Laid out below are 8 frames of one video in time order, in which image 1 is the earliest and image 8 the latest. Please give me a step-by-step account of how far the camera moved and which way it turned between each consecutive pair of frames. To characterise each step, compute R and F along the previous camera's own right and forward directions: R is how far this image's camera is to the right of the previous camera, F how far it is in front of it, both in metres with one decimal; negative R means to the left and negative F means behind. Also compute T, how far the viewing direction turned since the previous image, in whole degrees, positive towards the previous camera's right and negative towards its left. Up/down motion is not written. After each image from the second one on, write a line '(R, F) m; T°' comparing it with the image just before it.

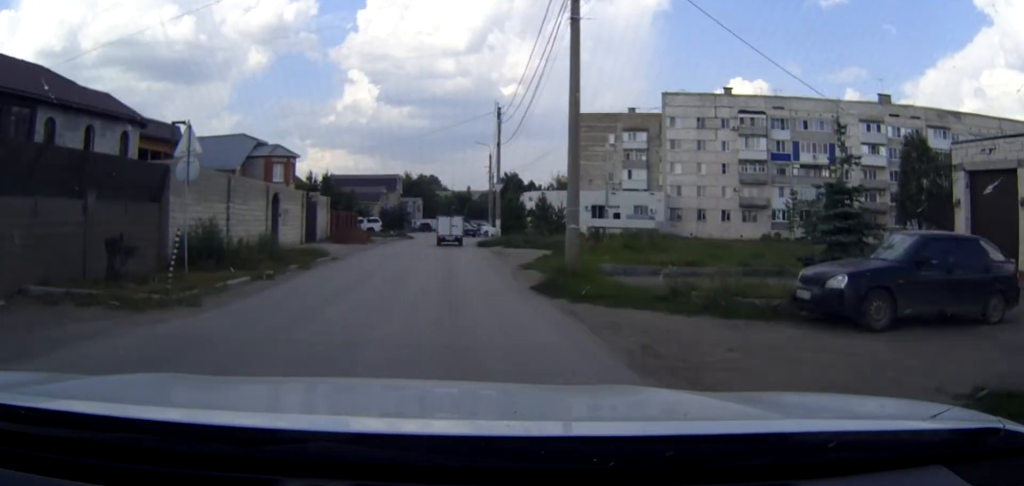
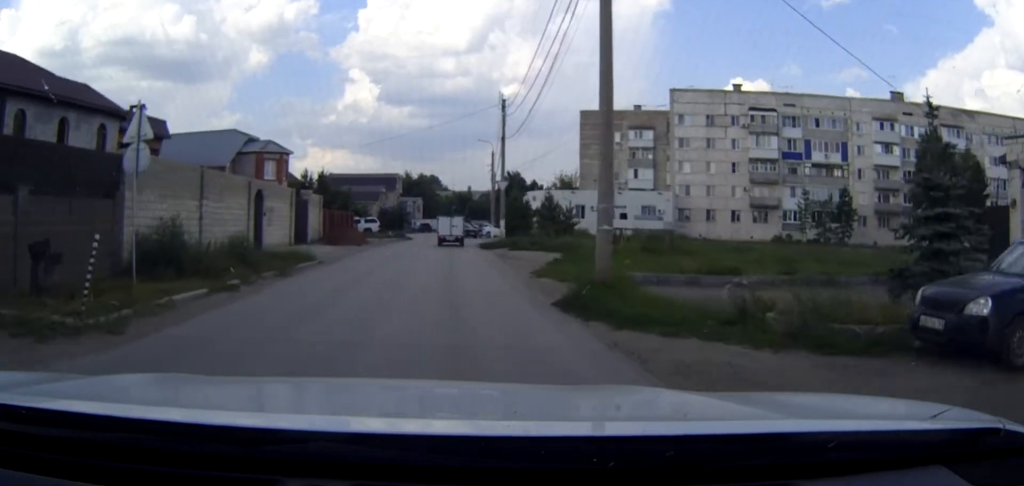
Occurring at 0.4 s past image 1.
(0.0, +2.8) m; 0°
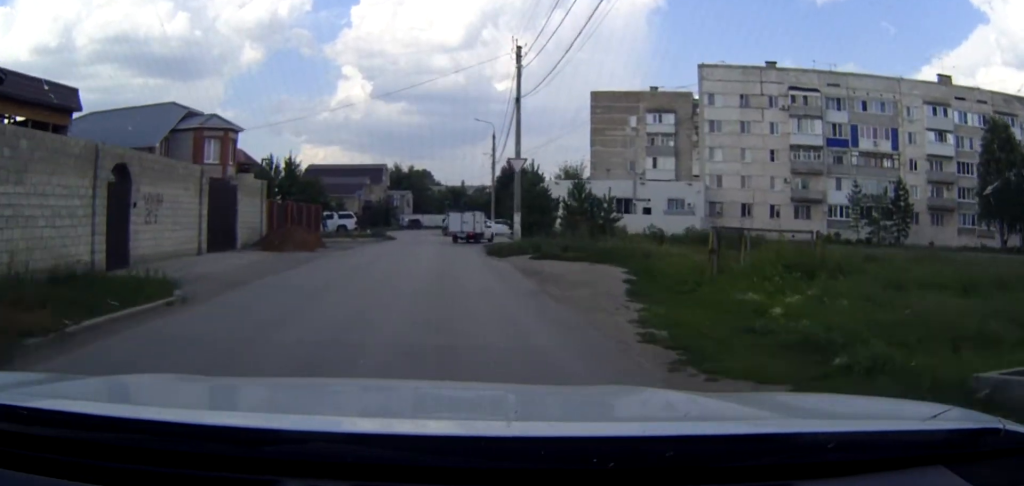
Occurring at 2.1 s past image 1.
(+0.1, +12.2) m; +1°
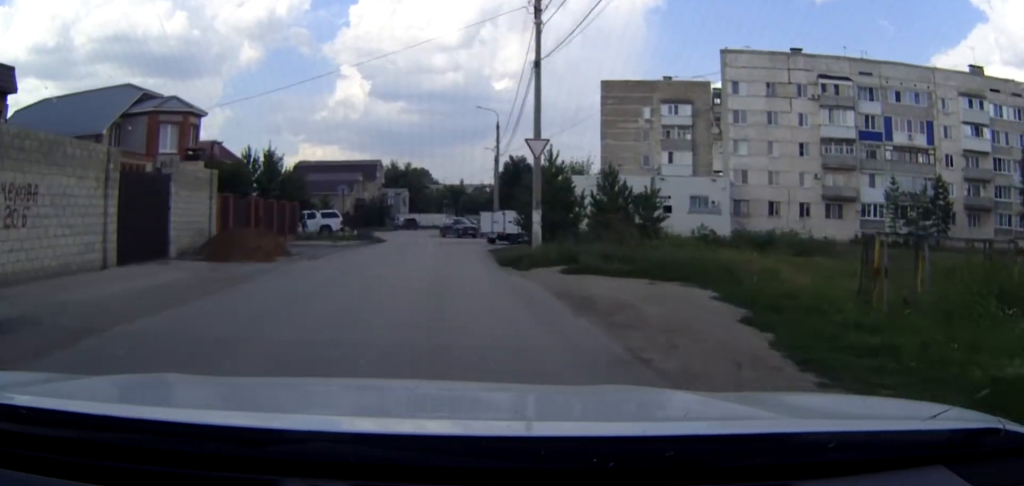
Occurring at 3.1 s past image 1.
(0.0, +7.3) m; 0°
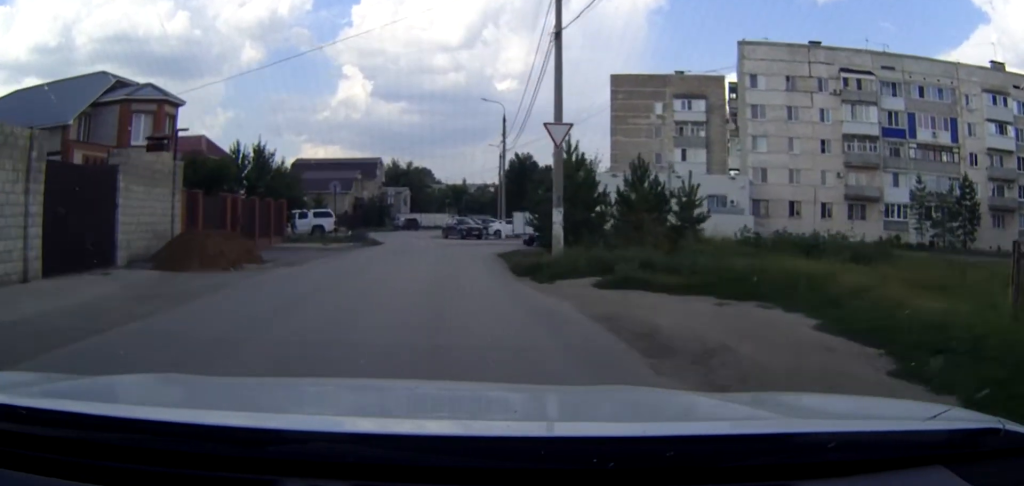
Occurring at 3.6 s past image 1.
(0.0, +4.0) m; 0°
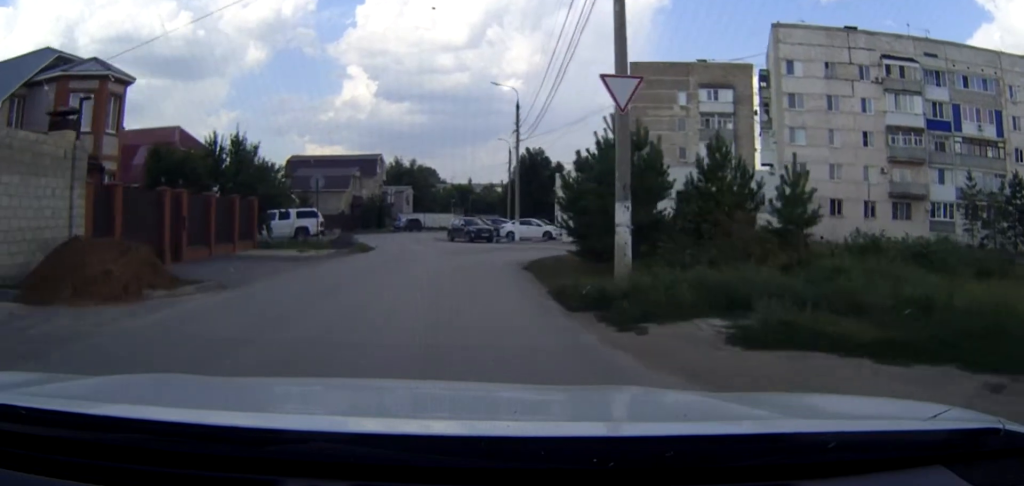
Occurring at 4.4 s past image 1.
(0.0, +6.9) m; 0°
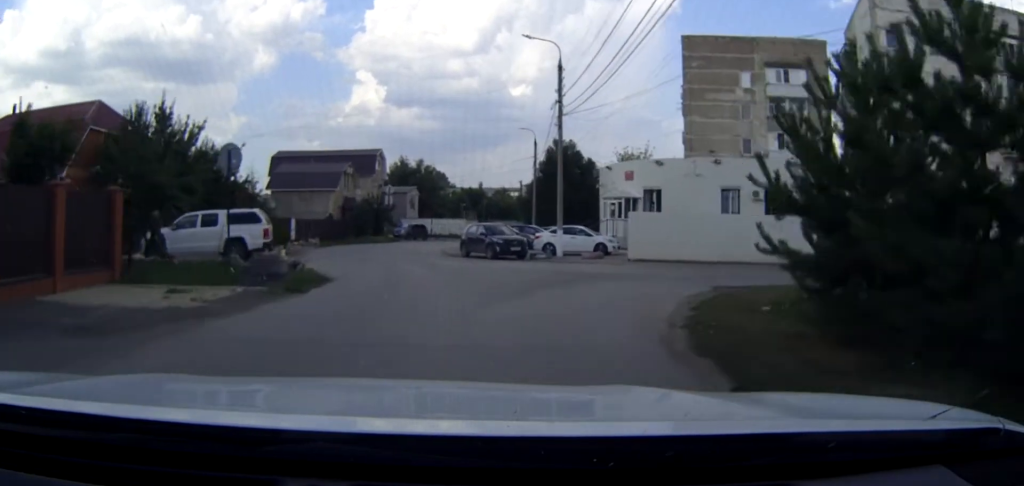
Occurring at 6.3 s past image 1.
(-0.1, +14.9) m; -1°
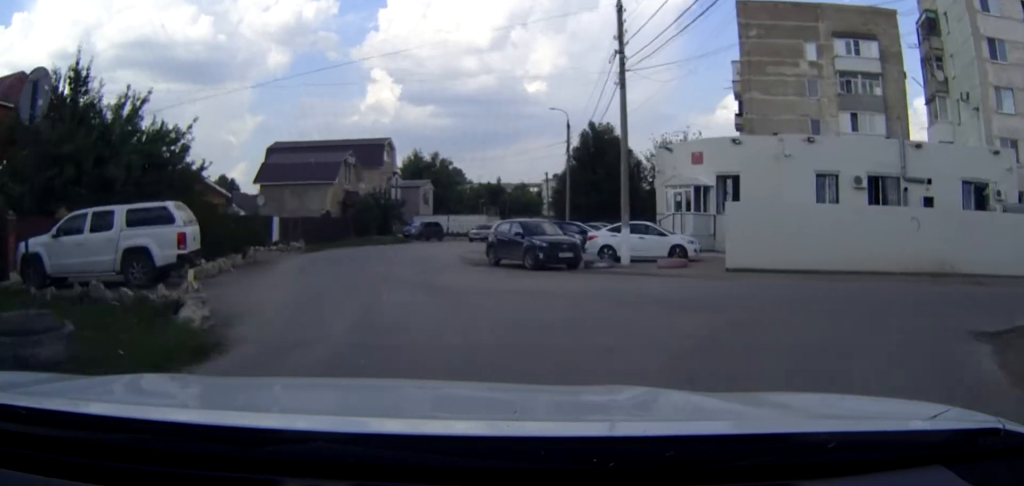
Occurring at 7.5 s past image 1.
(-0.1, +9.9) m; -1°
